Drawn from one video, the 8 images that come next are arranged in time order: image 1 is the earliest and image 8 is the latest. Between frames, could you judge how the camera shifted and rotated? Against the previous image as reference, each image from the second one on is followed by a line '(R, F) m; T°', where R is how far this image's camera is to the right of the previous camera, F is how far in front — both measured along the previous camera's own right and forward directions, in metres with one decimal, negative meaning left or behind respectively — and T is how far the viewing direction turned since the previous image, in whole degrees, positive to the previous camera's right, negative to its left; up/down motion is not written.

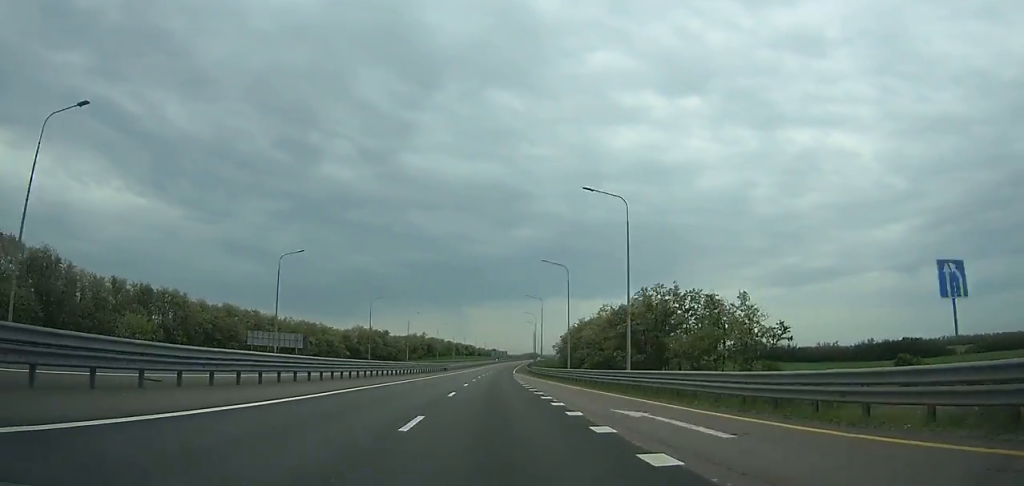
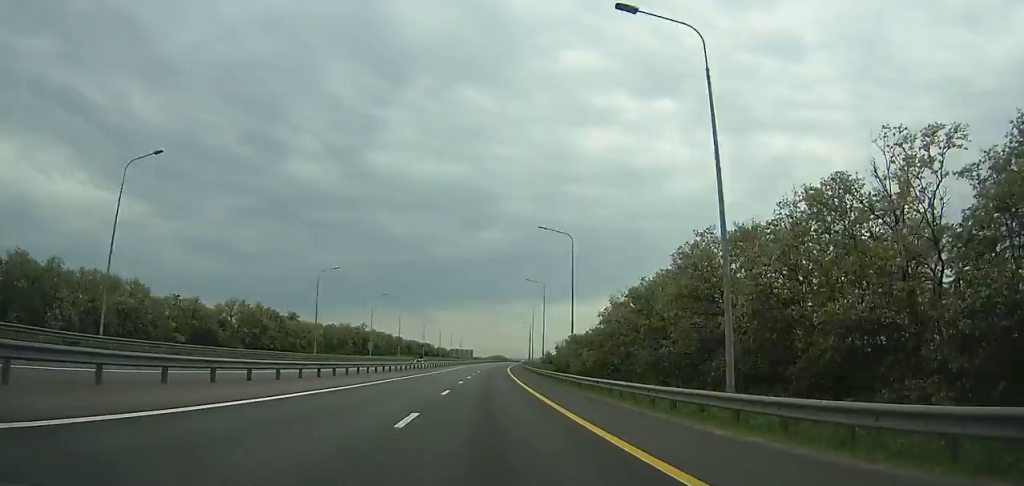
(+2.9, +105.6) m; +3°
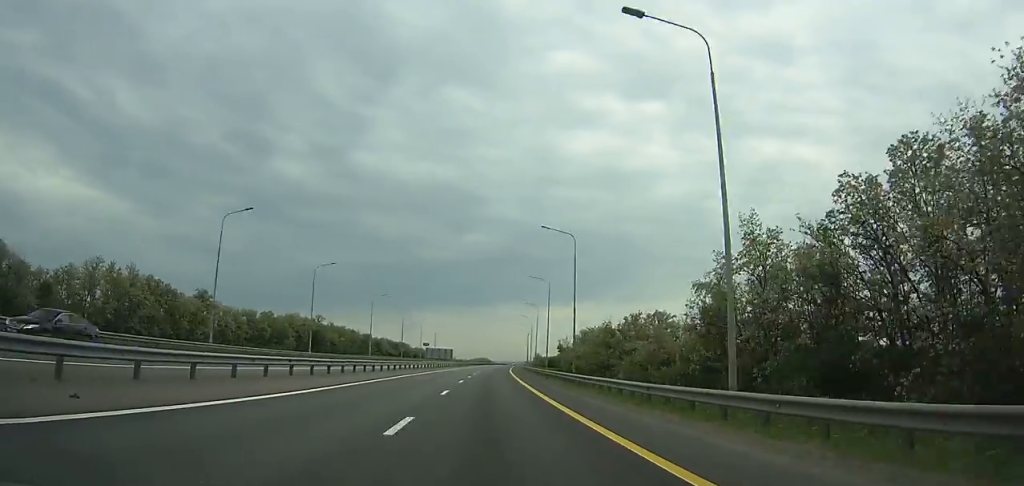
(+0.8, +60.5) m; +2°
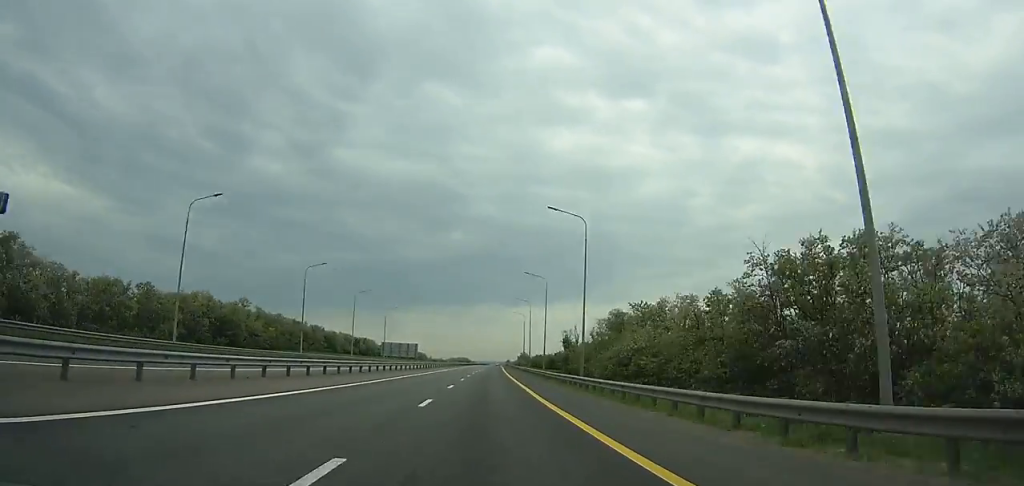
(+1.3, +63.8) m; +2°
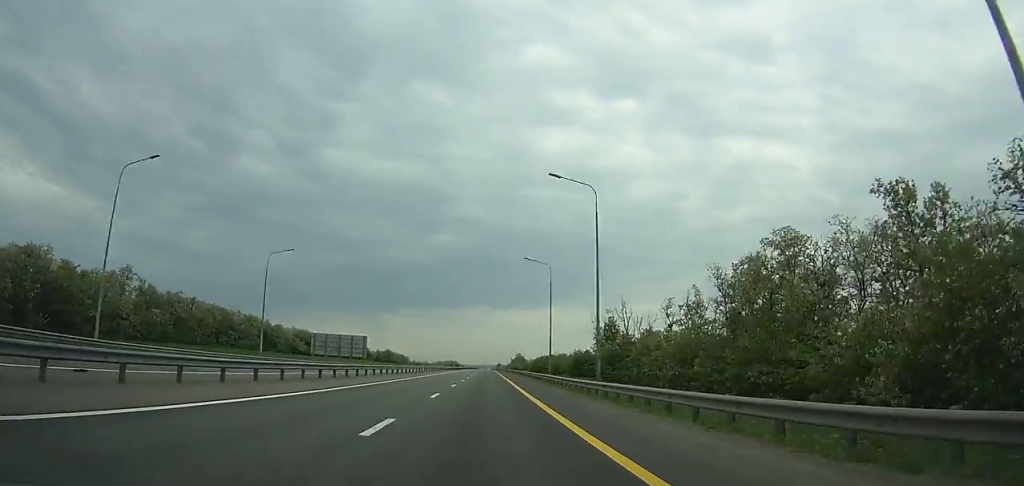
(+1.0, +67.1) m; +1°
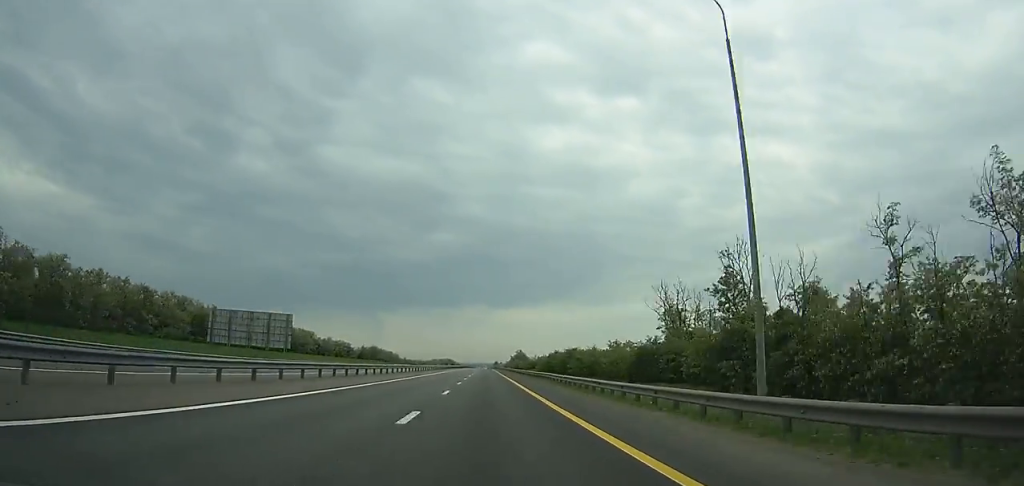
(+0.3, +44.9) m; +1°
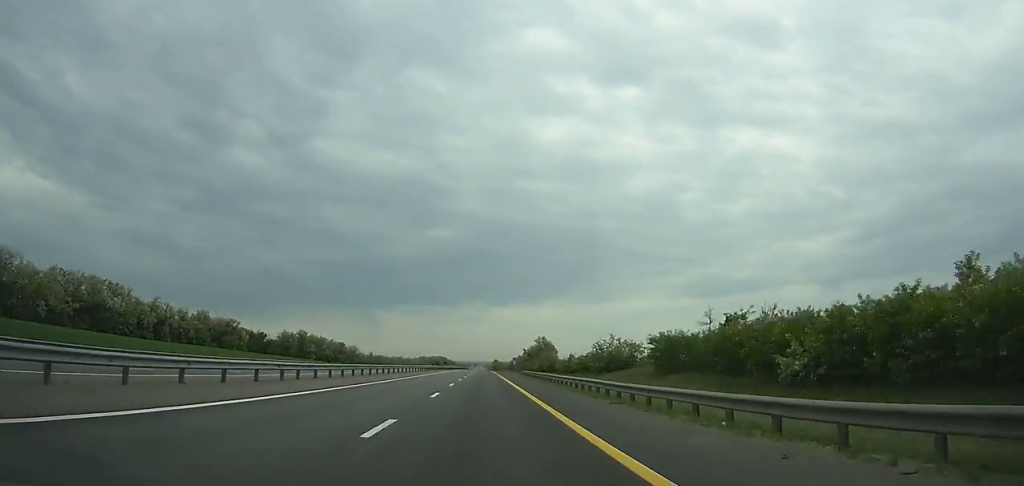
(+1.0, +159.4) m; 0°
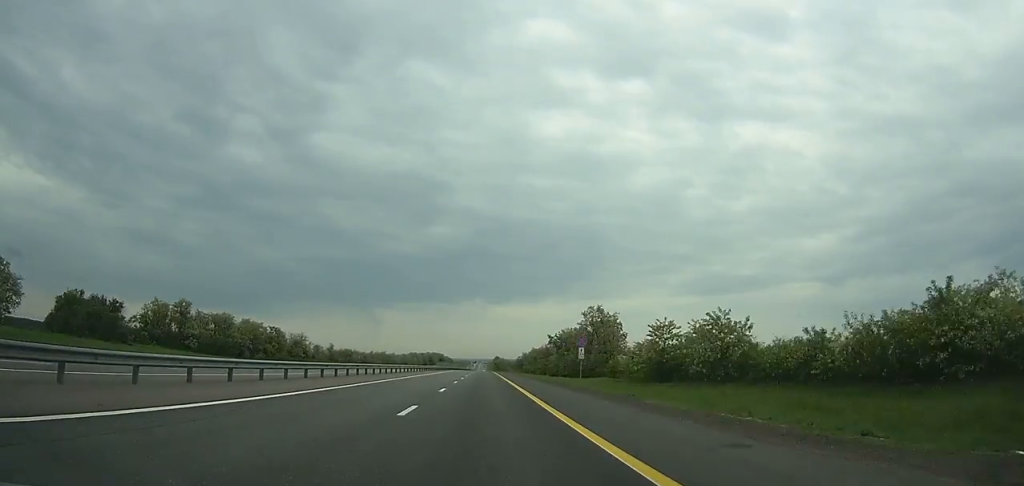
(-0.3, +104.0) m; 0°
